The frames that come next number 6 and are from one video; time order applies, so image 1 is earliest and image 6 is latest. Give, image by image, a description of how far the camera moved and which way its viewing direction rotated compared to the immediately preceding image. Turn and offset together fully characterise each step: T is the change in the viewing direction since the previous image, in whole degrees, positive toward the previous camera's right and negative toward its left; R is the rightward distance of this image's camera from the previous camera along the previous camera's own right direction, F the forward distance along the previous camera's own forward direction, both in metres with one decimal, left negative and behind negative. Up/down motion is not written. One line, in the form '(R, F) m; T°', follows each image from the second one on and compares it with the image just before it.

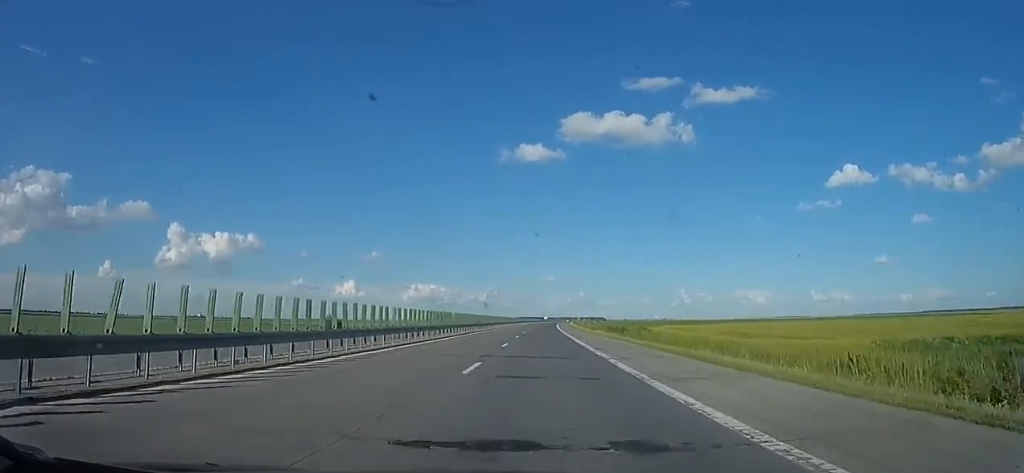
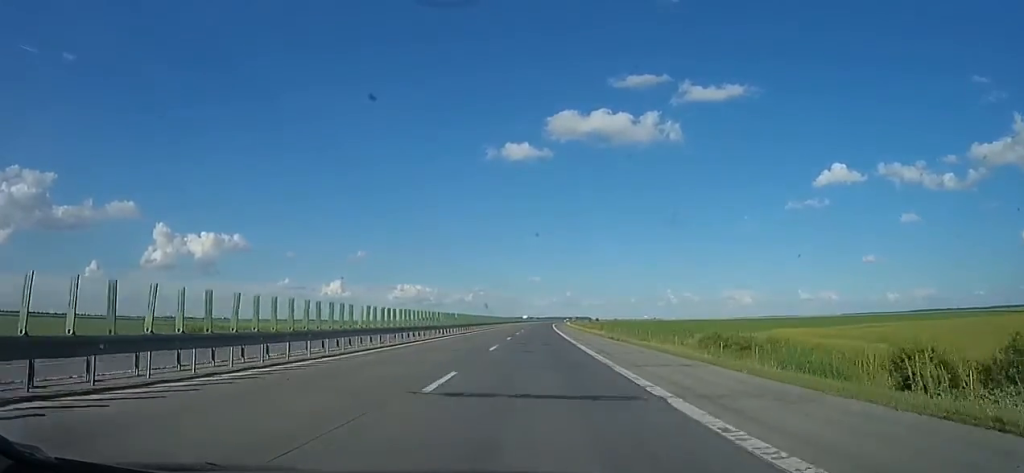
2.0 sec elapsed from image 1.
(-0.2, +62.3) m; +3°
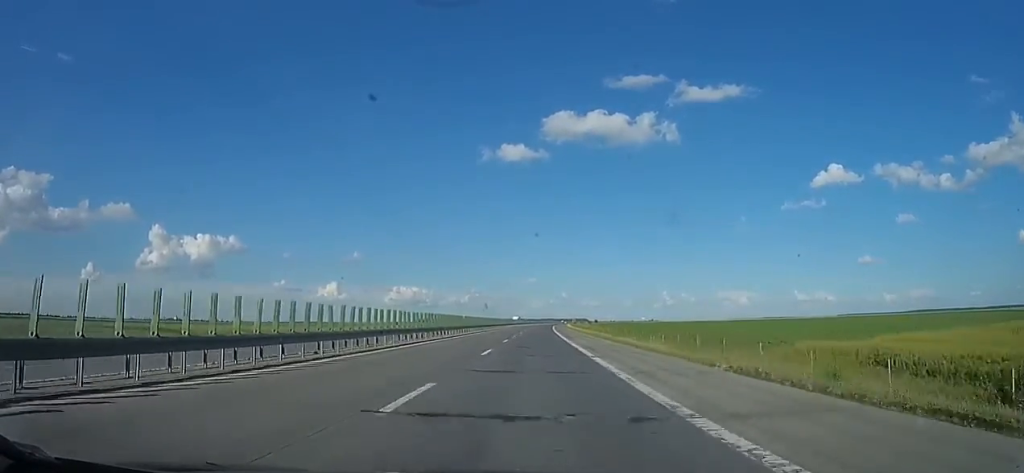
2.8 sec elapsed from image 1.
(+0.2, +25.7) m; +1°
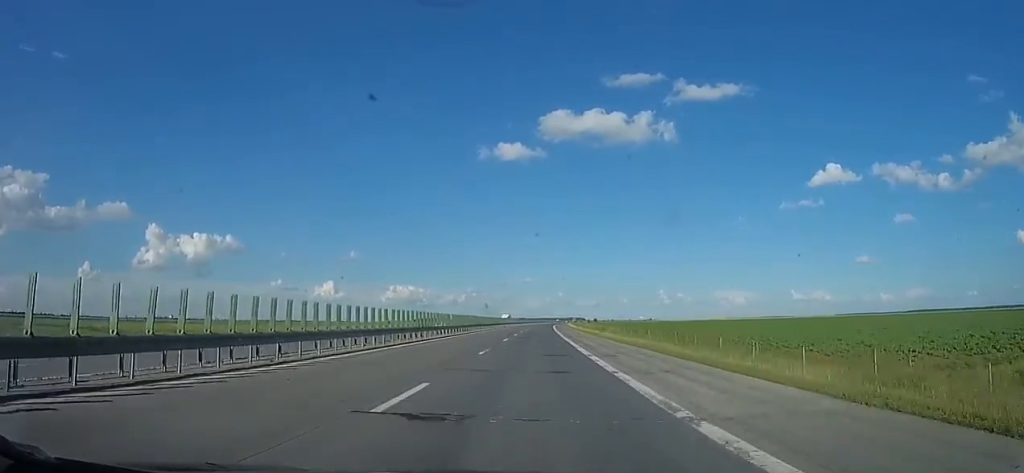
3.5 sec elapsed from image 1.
(0.0, +24.1) m; 0°
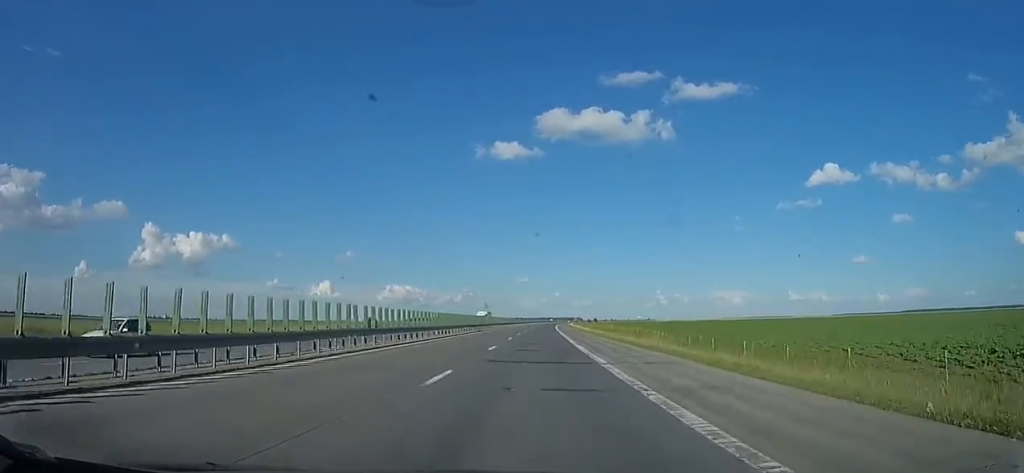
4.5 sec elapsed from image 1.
(0.0, +33.2) m; 0°
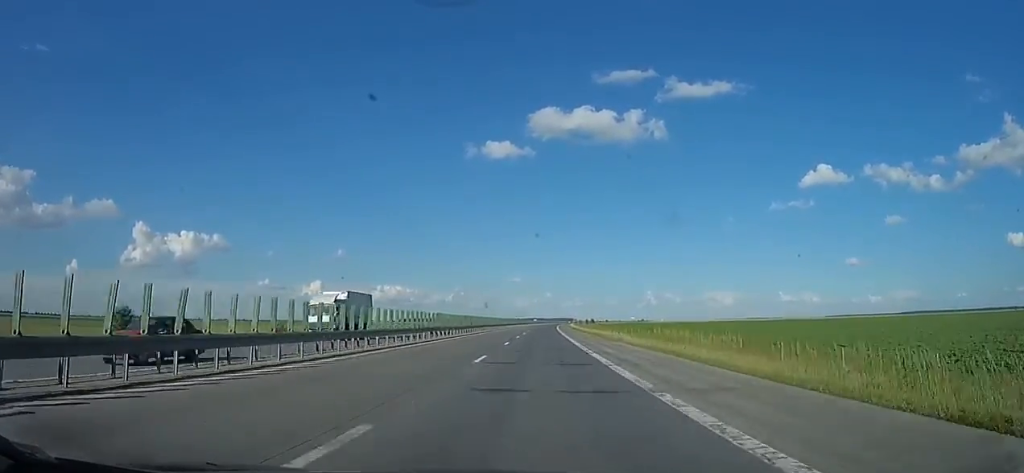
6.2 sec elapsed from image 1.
(0.0, +54.1) m; 0°
